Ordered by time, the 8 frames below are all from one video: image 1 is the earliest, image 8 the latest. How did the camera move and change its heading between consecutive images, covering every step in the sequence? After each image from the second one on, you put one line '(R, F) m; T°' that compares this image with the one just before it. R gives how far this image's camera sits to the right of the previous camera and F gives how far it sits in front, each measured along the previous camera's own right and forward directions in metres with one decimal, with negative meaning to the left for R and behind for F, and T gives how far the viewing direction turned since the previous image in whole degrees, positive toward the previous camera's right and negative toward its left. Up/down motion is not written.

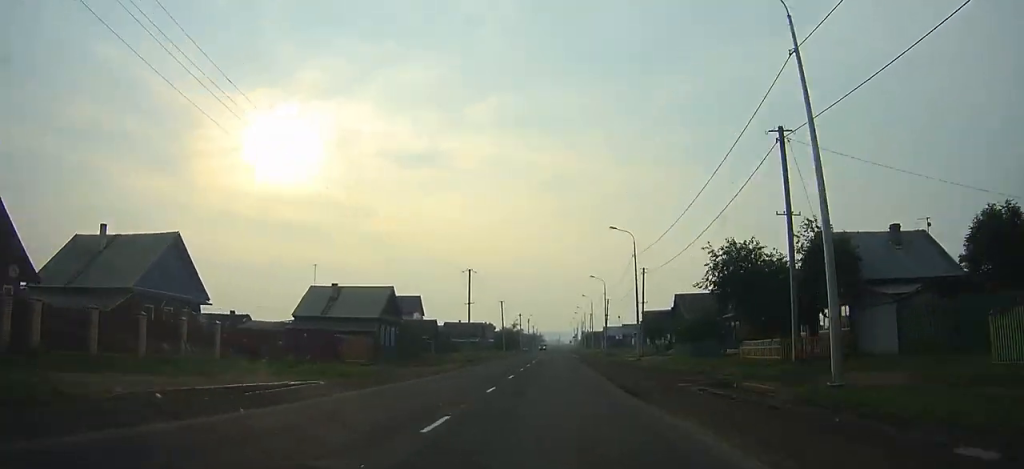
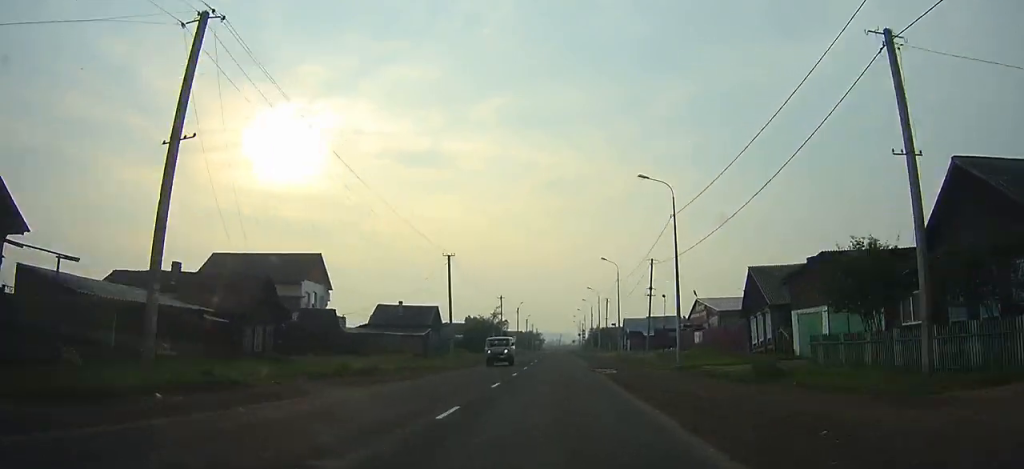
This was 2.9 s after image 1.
(-0.1, +47.1) m; 0°
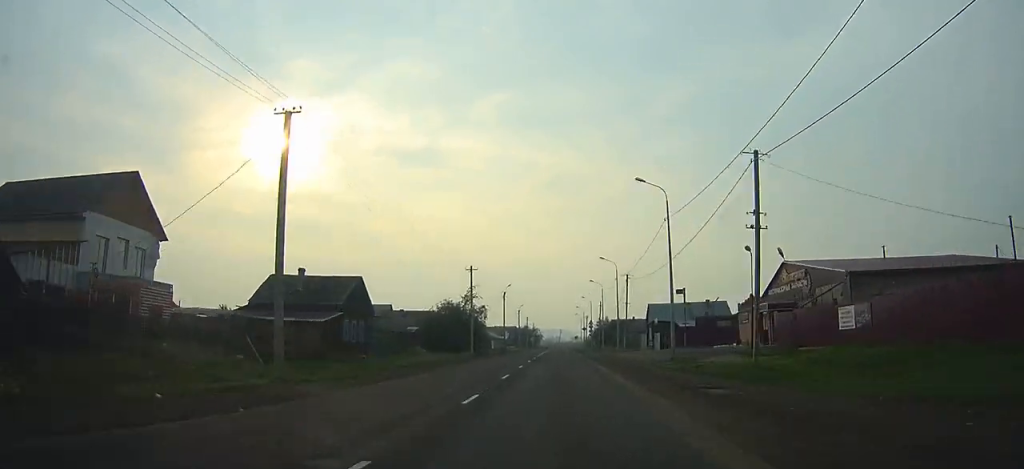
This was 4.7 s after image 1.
(0.0, +28.5) m; 0°
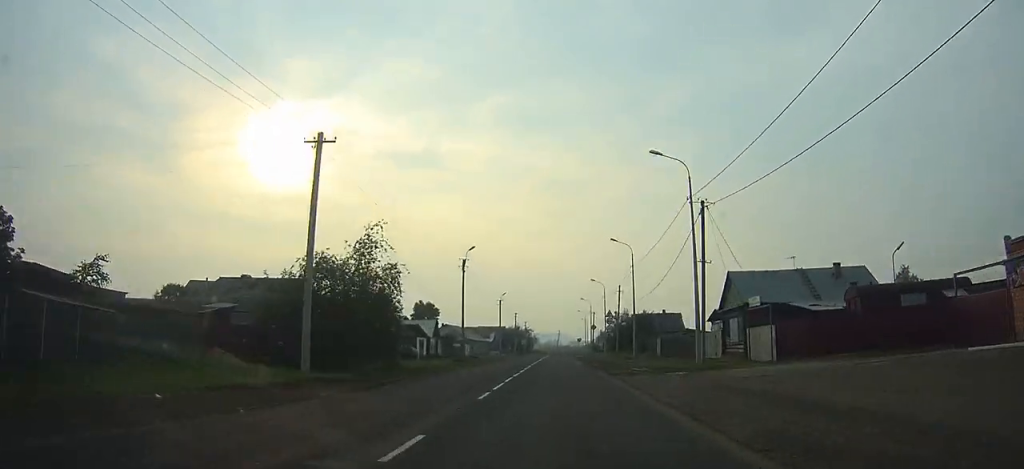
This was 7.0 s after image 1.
(+0.1, +35.2) m; 0°
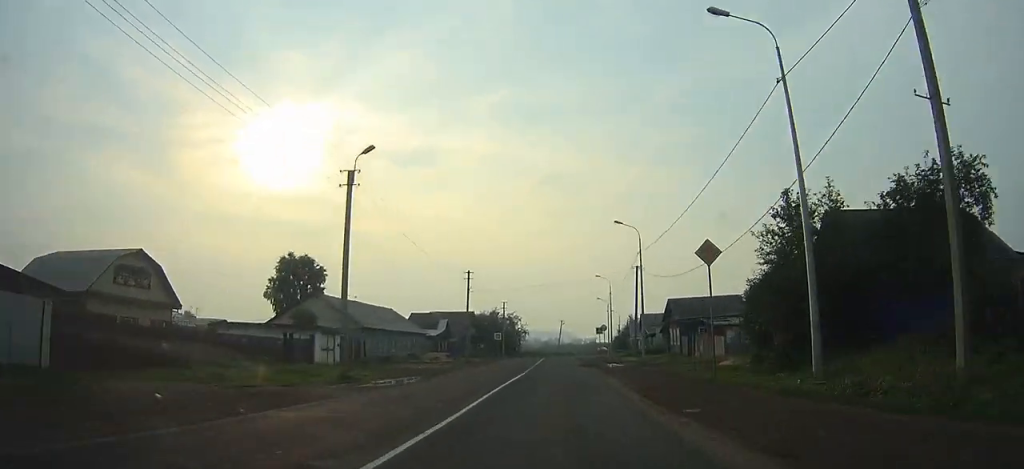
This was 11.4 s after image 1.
(-0.1, +61.8) m; 0°
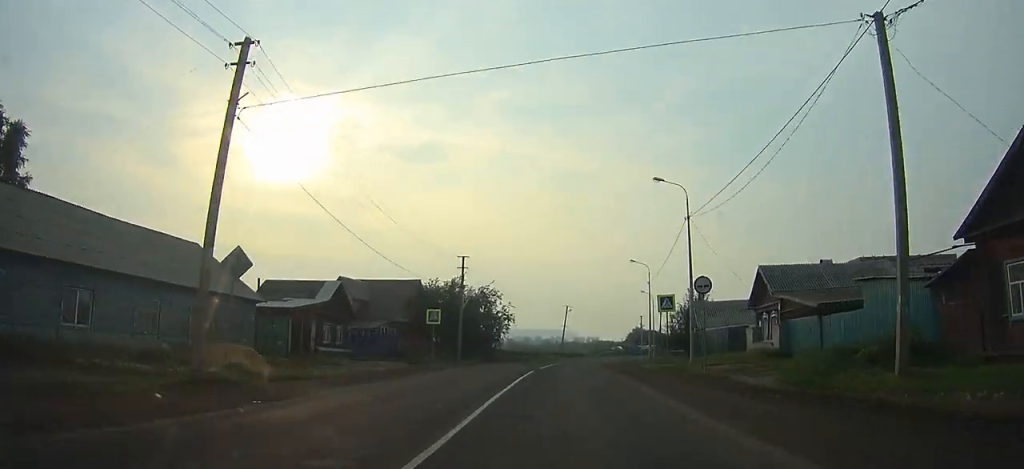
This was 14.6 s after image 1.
(+0.2, +43.7) m; +2°
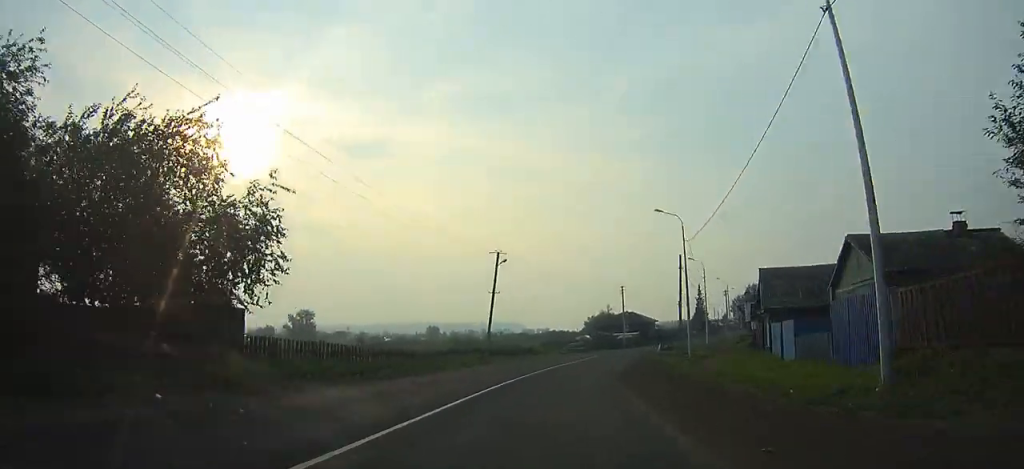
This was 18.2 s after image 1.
(+1.5, +49.2) m; +6°
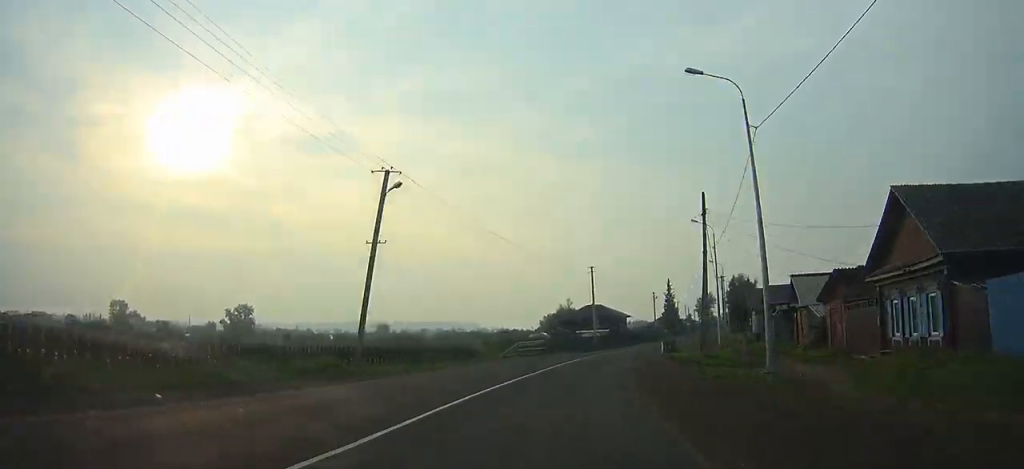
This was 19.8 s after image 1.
(+0.9, +21.6) m; +5°
